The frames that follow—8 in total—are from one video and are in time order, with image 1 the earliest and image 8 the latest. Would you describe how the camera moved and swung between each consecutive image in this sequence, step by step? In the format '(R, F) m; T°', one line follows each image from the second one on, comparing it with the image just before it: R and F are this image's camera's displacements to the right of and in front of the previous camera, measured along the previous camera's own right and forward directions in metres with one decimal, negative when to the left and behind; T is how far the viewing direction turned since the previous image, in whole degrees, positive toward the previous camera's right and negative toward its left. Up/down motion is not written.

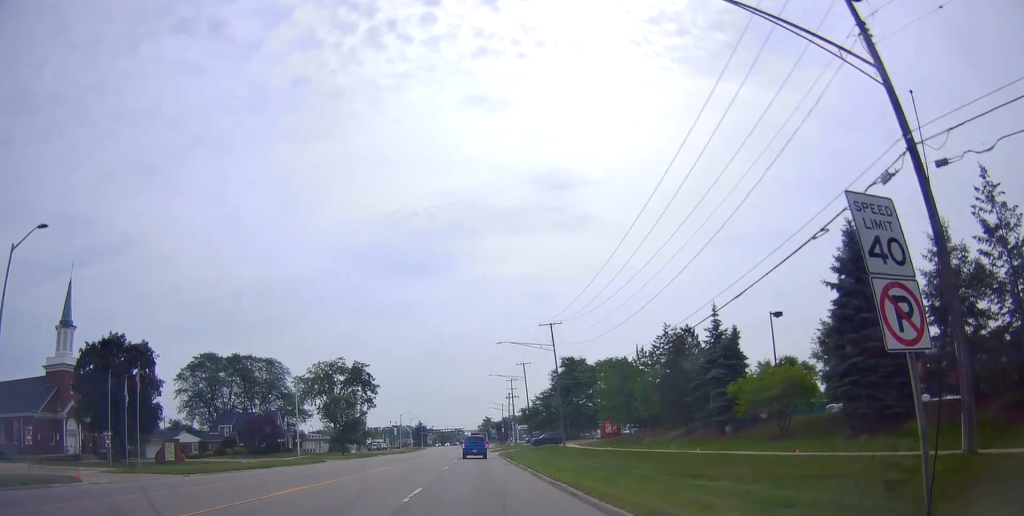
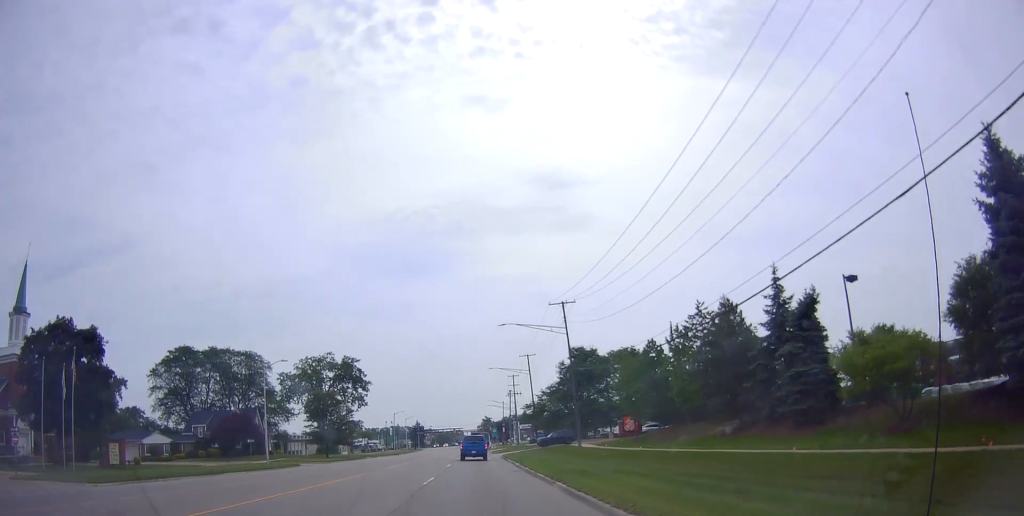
(0.0, +10.2) m; -1°
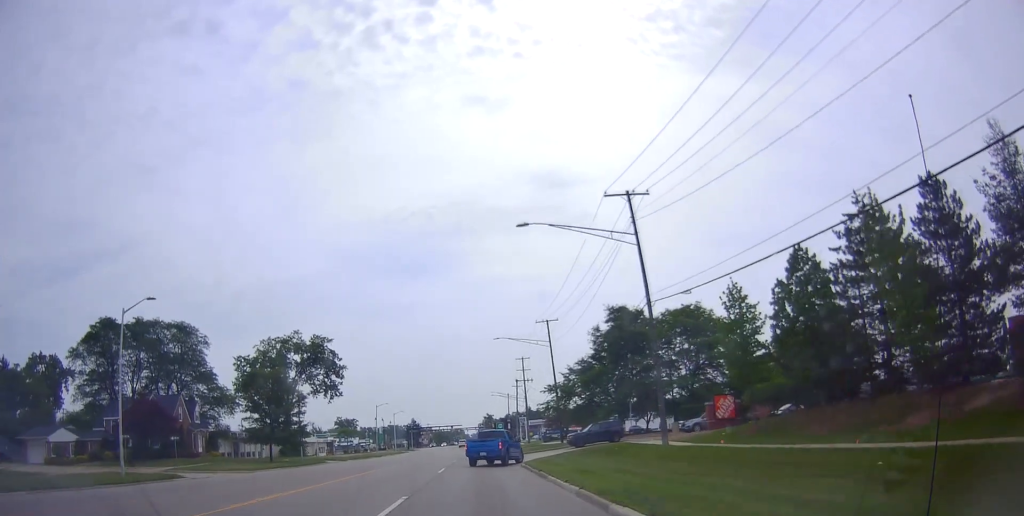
(-0.7, +27.4) m; -1°
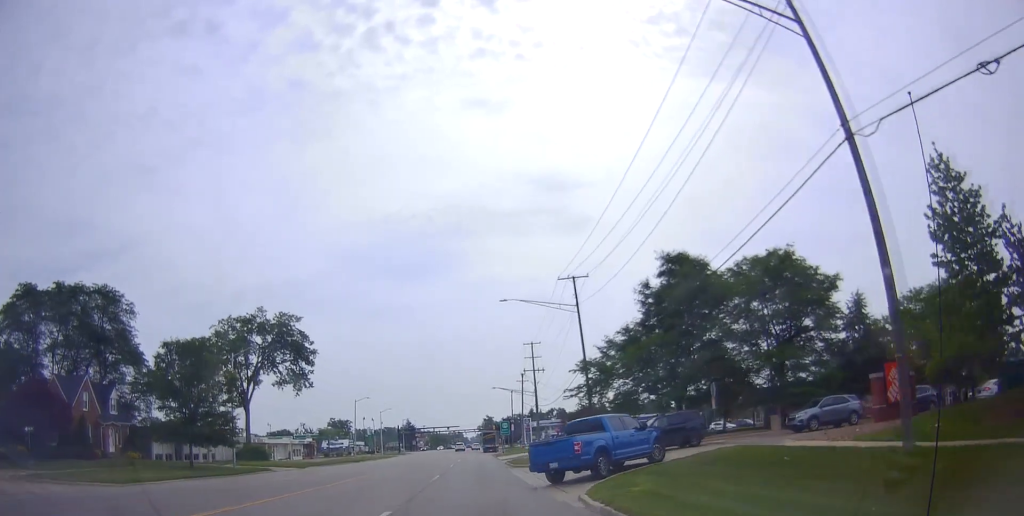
(+0.3, +20.7) m; 0°
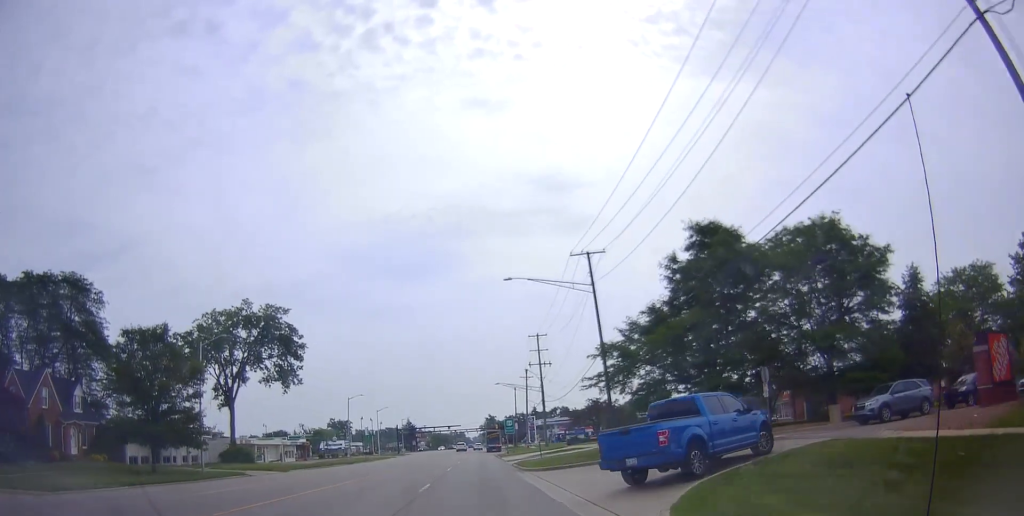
(-0.2, +6.4) m; 0°
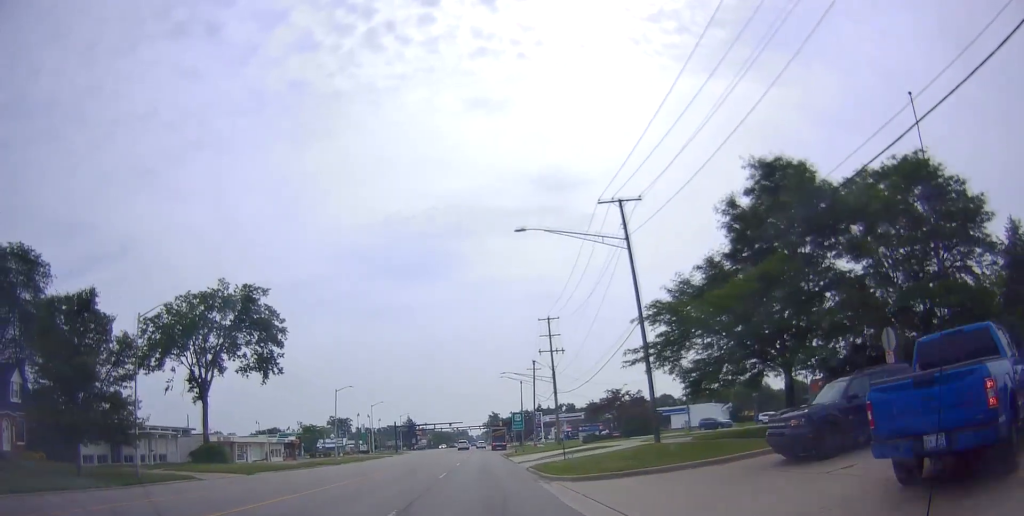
(0.0, +9.1) m; 0°
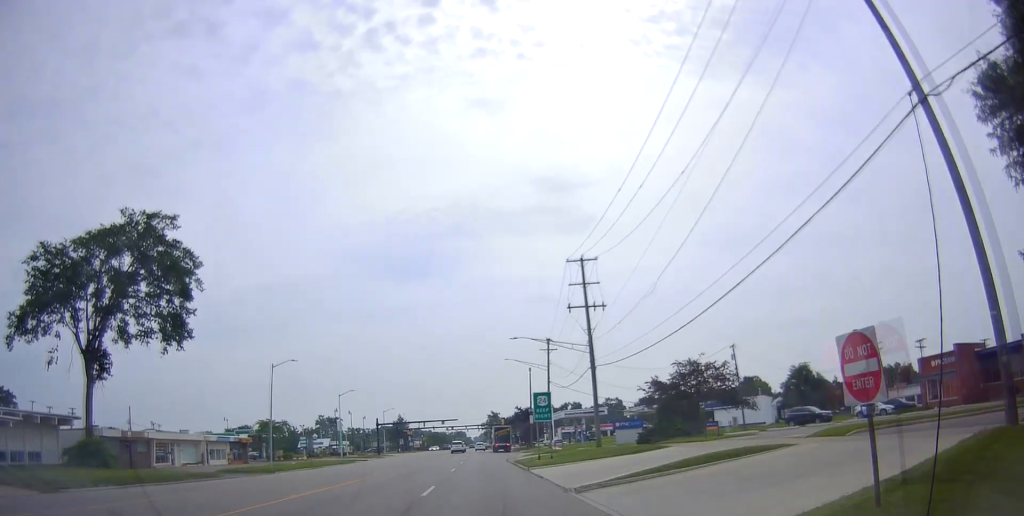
(-0.1, +21.5) m; -2°
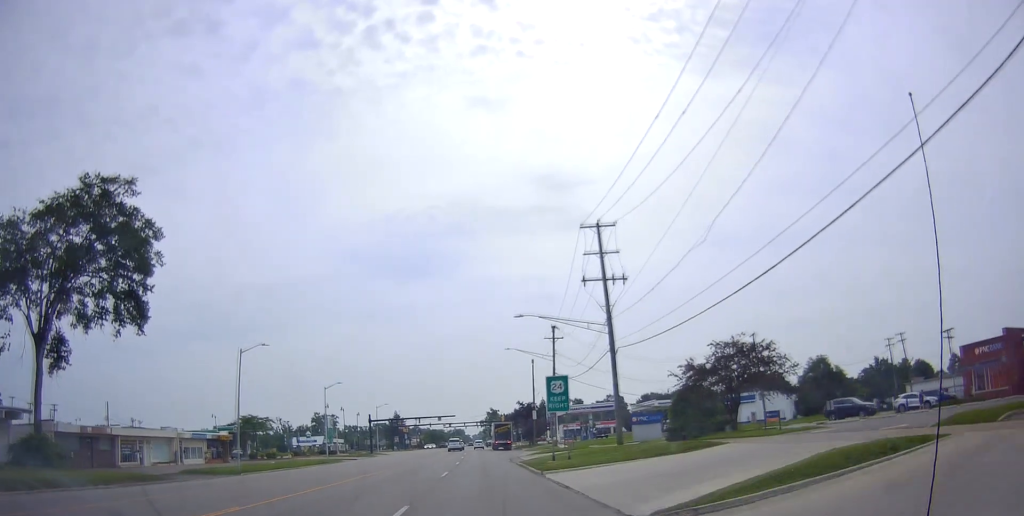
(0.0, +6.6) m; 0°
